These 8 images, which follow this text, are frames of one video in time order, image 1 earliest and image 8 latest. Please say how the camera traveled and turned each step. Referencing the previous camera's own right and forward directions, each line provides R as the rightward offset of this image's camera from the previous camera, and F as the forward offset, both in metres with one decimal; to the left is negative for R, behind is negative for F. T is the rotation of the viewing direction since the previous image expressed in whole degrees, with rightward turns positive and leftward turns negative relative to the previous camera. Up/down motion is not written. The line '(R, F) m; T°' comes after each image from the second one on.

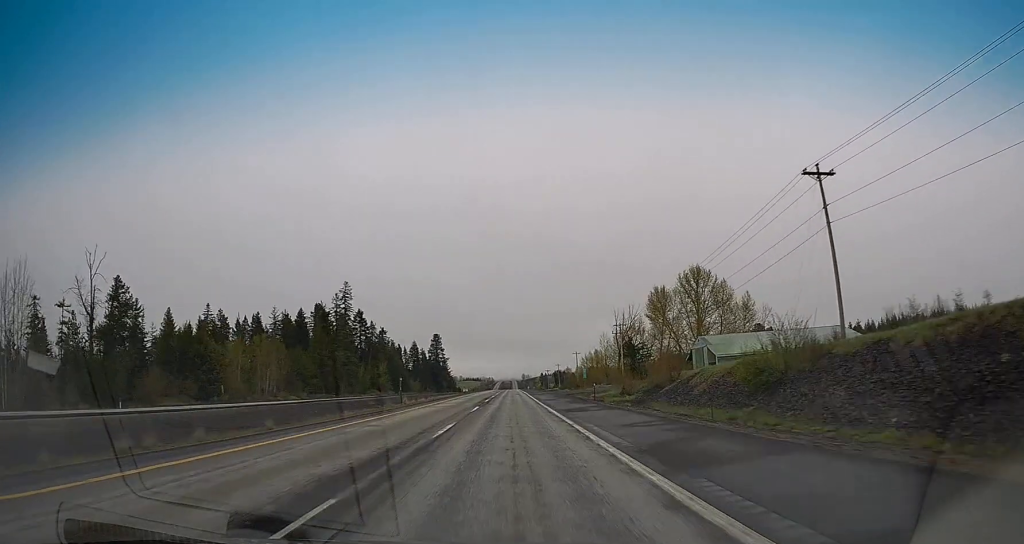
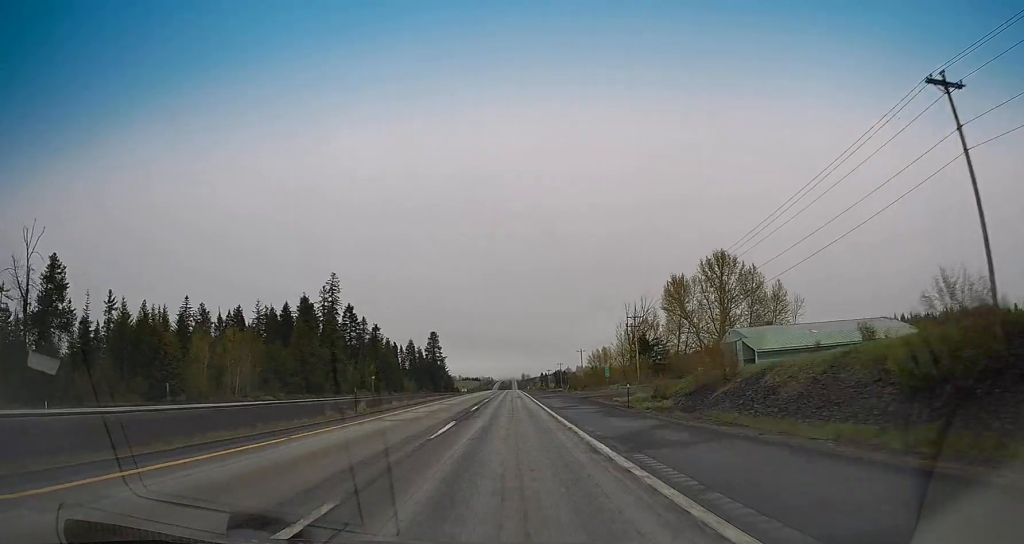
(+0.1, +14.6) m; 0°
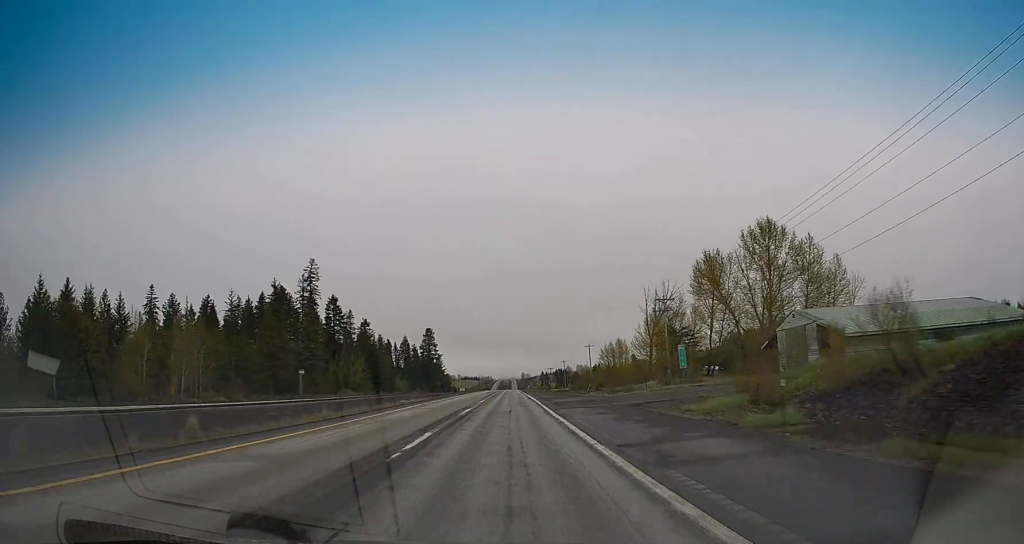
(+0.1, +20.5) m; 0°
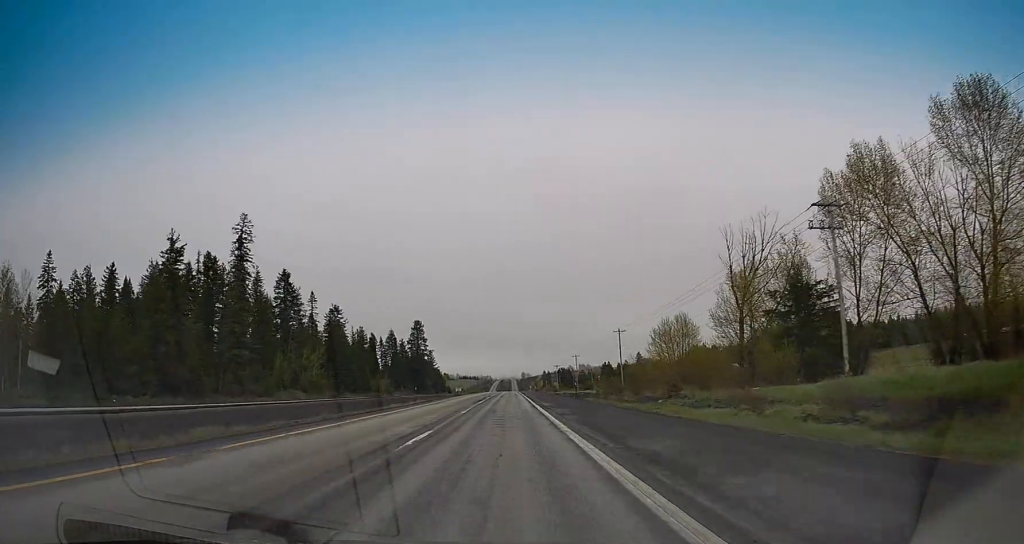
(-0.4, +45.9) m; -1°
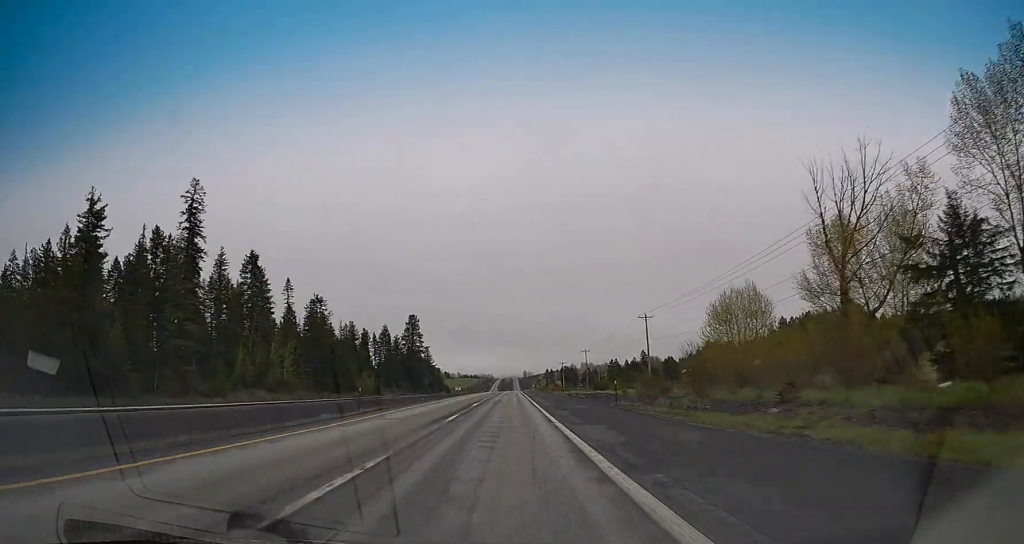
(-0.1, +22.4) m; 0°
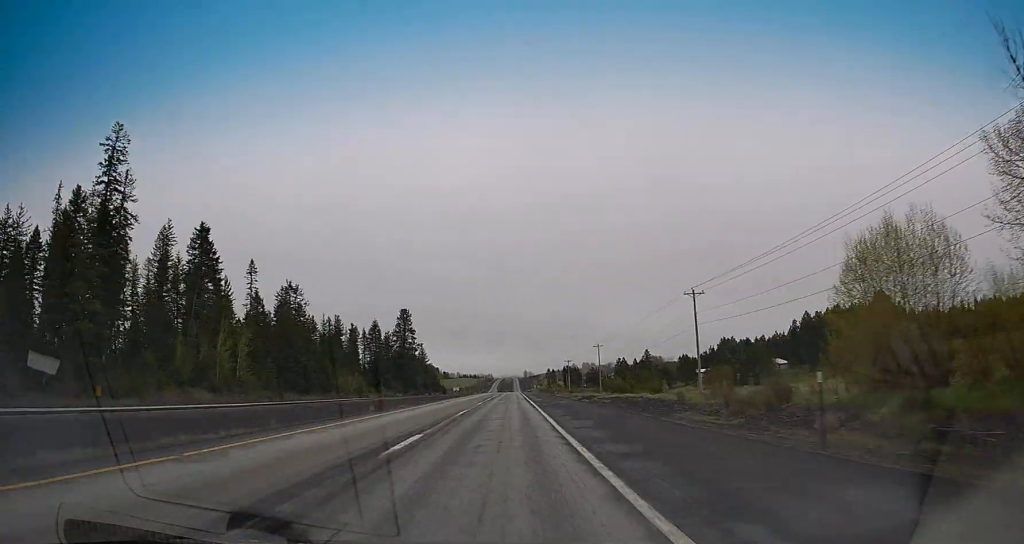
(+0.2, +25.3) m; 0°
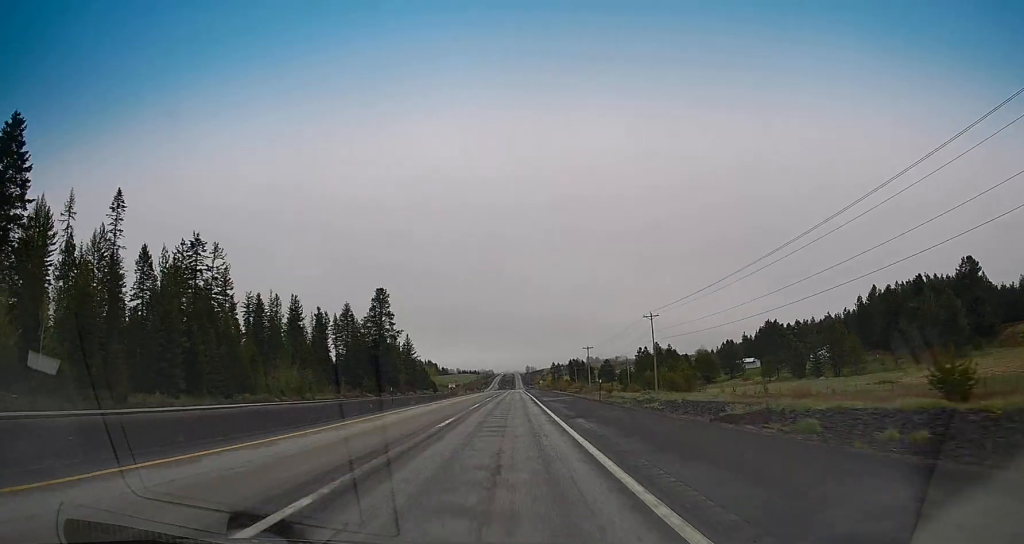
(+0.2, +55.6) m; 0°
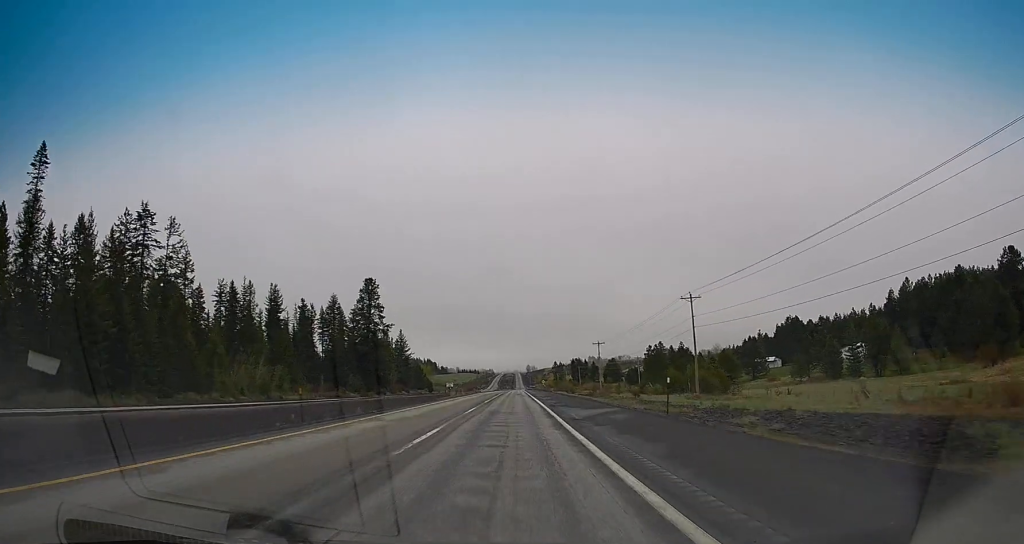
(+0.1, +20.5) m; 0°
